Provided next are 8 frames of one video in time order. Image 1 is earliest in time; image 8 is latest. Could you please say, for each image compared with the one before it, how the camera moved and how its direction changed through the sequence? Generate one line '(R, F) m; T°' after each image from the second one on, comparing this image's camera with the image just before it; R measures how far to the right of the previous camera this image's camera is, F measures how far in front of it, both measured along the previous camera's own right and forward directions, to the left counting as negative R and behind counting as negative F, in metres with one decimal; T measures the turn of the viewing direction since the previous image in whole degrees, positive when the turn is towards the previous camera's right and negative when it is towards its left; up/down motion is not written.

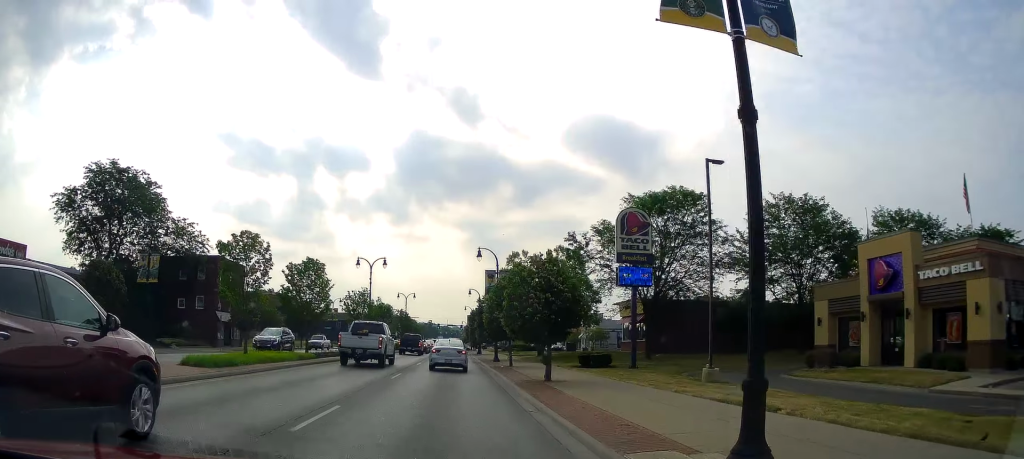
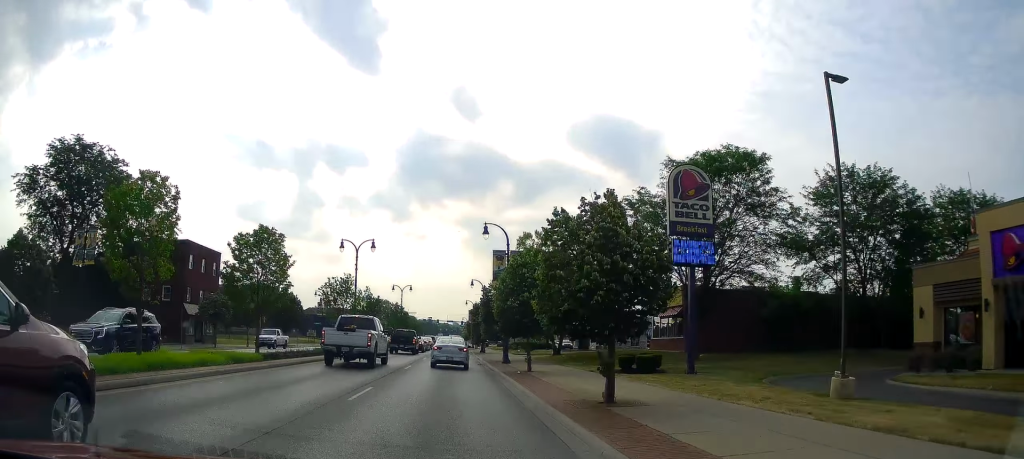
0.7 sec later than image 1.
(+0.4, +8.1) m; 0°
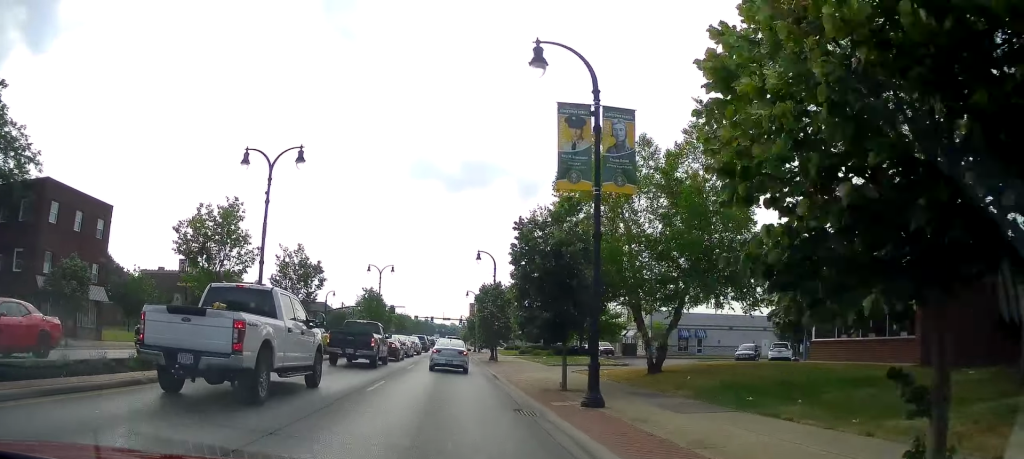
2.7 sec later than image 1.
(+0.9, +22.3) m; +6°
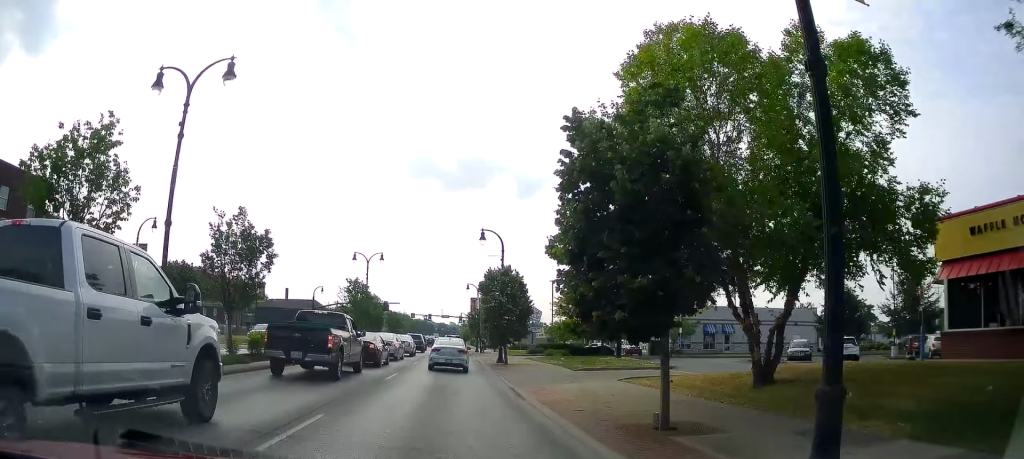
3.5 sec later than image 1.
(-0.2, +8.4) m; -3°
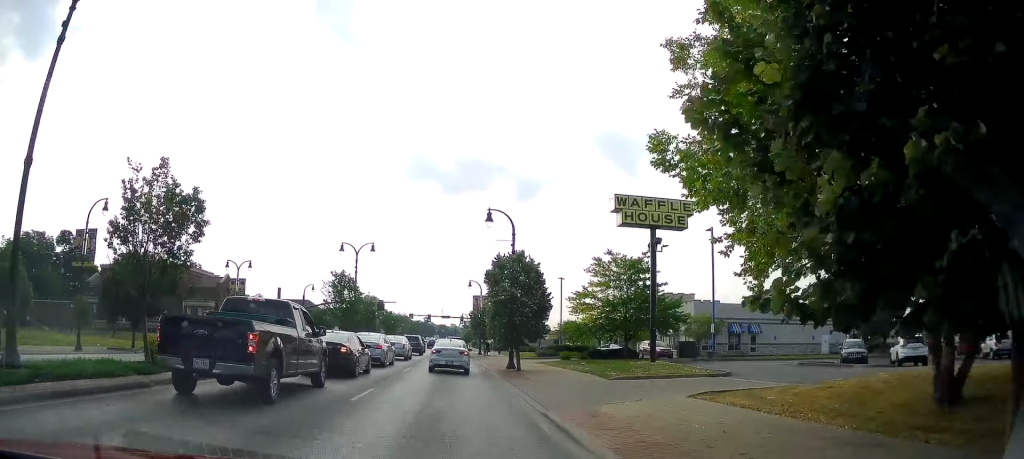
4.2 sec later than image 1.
(-0.2, +6.5) m; 0°
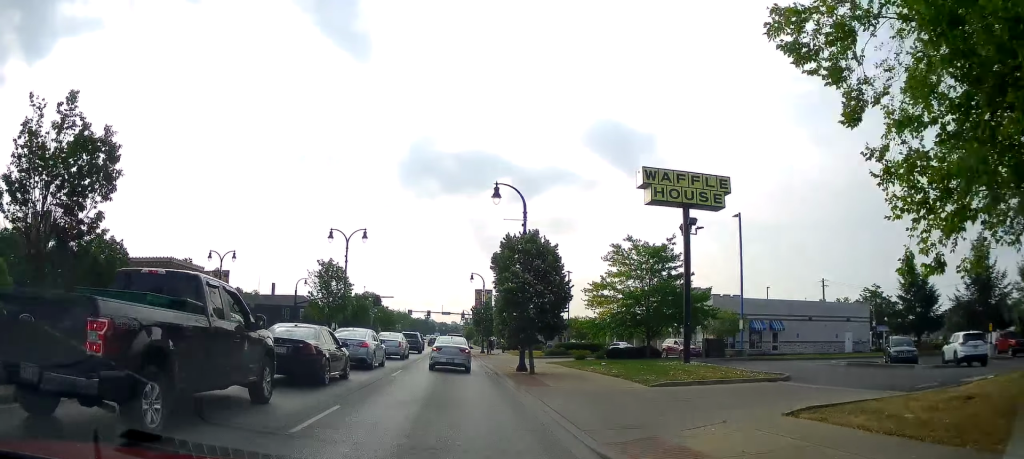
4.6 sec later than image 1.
(-0.2, +4.8) m; 0°
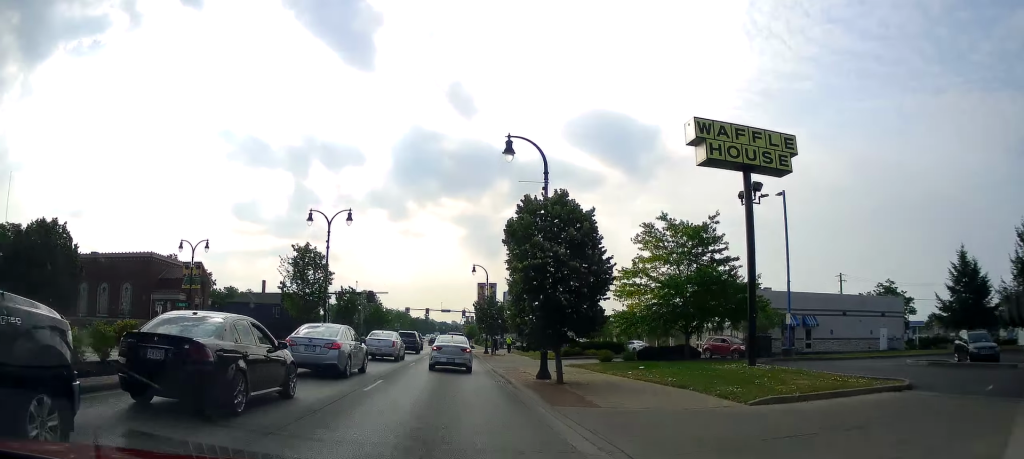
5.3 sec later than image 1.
(+0.2, +6.3) m; +1°
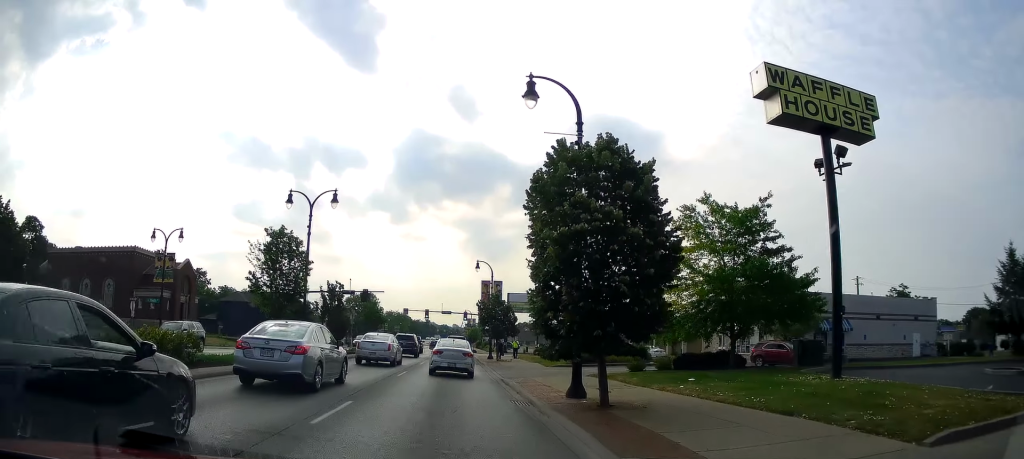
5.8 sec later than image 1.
(+0.2, +5.3) m; 0°
